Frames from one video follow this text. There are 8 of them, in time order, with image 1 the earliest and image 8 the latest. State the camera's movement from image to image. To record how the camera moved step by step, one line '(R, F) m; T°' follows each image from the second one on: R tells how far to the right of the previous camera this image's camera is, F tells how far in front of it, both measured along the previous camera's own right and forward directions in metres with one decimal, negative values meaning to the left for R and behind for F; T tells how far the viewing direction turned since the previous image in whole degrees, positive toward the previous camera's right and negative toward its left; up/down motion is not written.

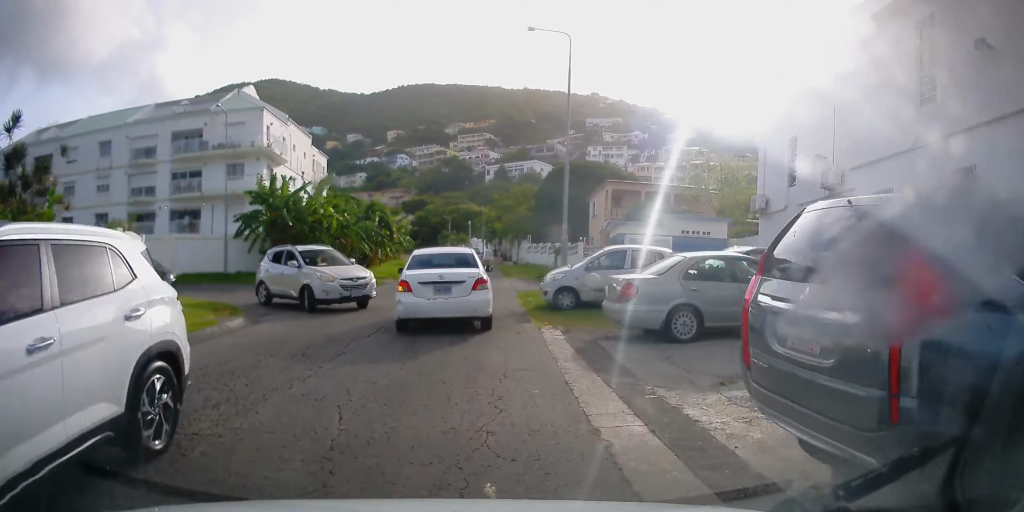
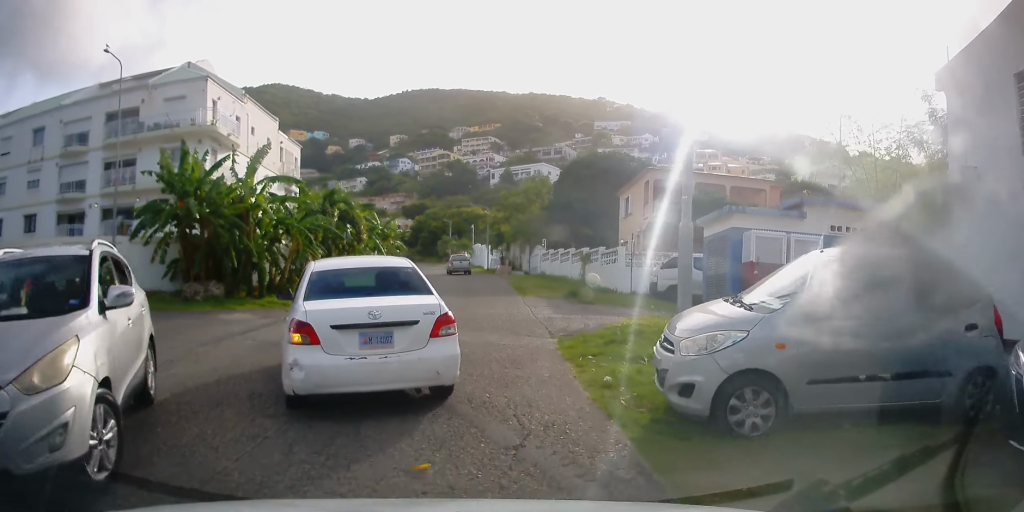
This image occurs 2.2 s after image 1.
(0.0, +10.8) m; 0°
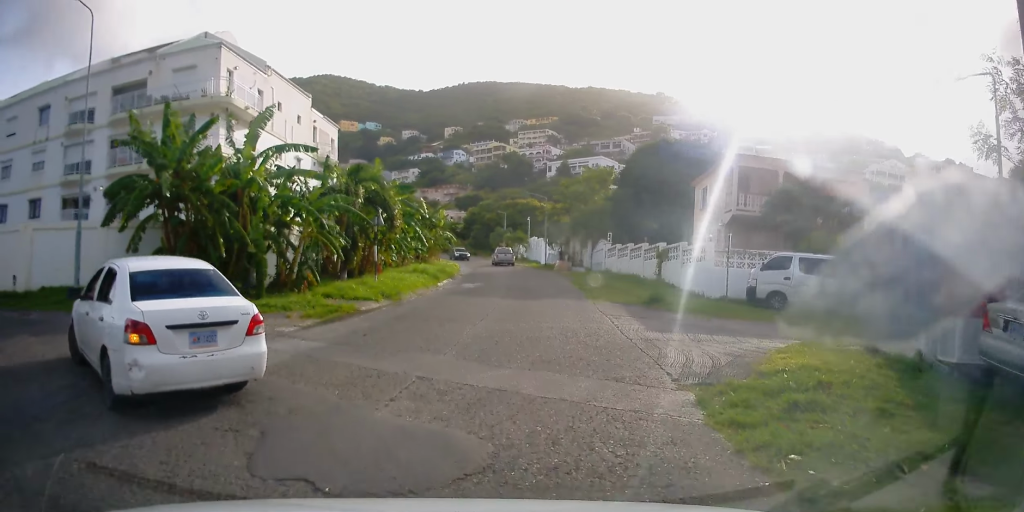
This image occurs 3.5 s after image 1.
(-0.3, +4.5) m; -14°
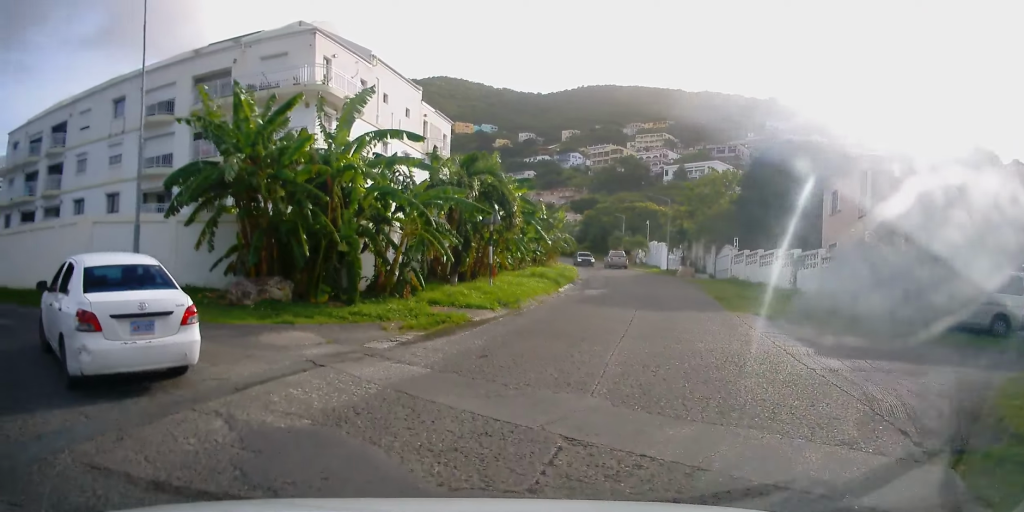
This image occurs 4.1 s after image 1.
(-0.2, +2.1) m; -12°
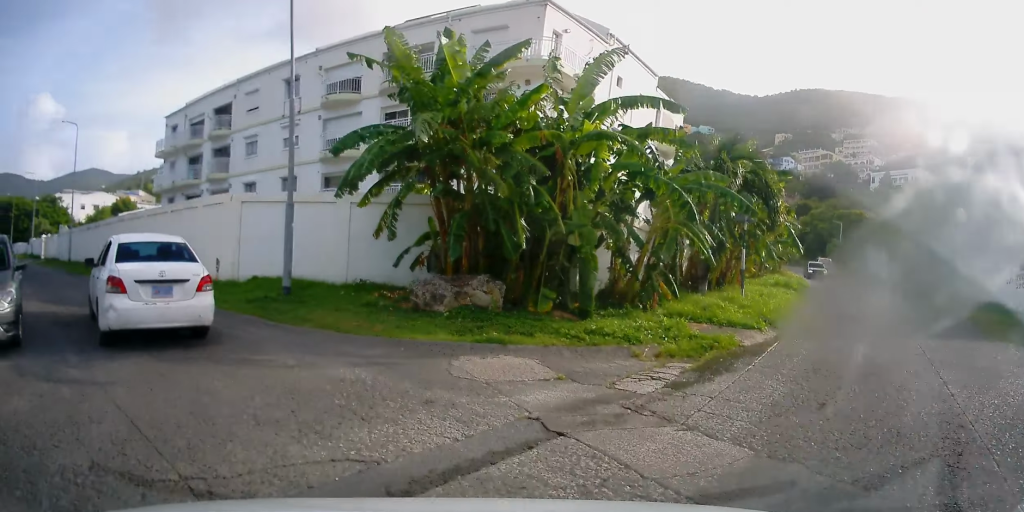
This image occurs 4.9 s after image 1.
(-0.4, +3.1) m; -14°
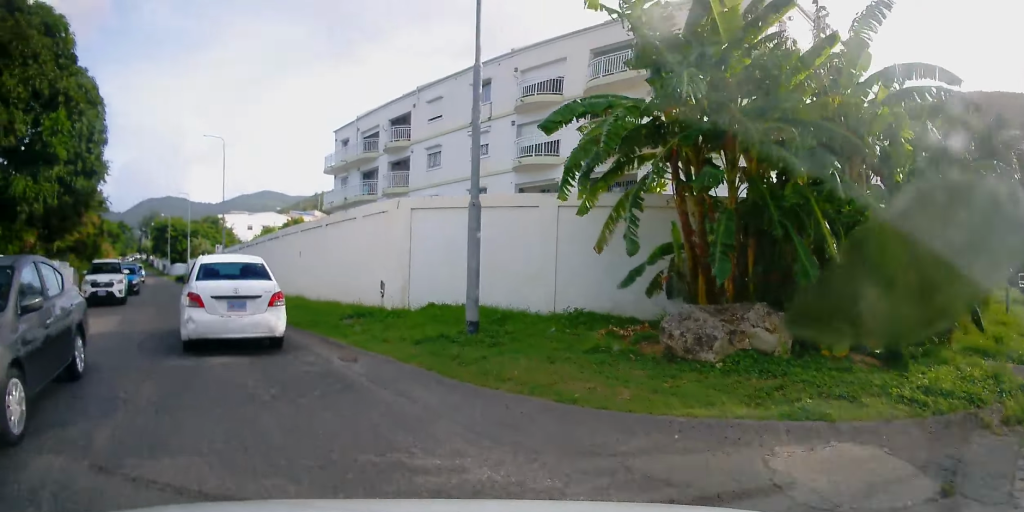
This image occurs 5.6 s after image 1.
(-0.3, +3.0) m; -13°
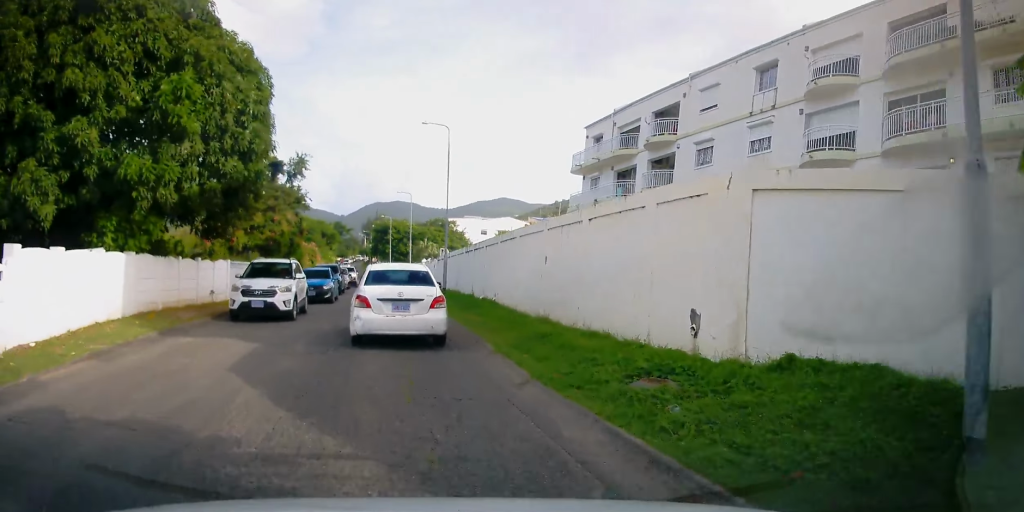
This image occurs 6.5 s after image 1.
(-0.6, +4.6) m; -19°
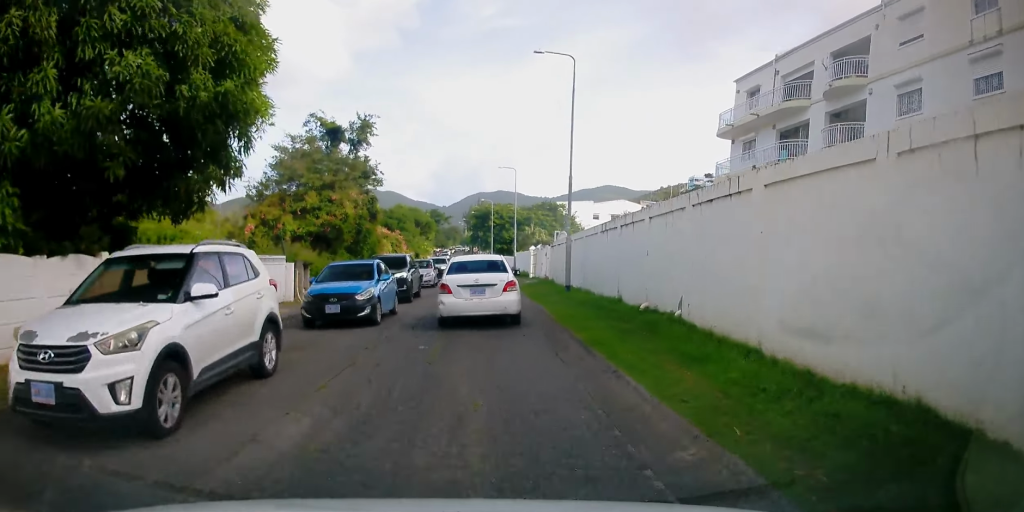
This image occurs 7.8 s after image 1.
(-1.8, +8.2) m; -14°
